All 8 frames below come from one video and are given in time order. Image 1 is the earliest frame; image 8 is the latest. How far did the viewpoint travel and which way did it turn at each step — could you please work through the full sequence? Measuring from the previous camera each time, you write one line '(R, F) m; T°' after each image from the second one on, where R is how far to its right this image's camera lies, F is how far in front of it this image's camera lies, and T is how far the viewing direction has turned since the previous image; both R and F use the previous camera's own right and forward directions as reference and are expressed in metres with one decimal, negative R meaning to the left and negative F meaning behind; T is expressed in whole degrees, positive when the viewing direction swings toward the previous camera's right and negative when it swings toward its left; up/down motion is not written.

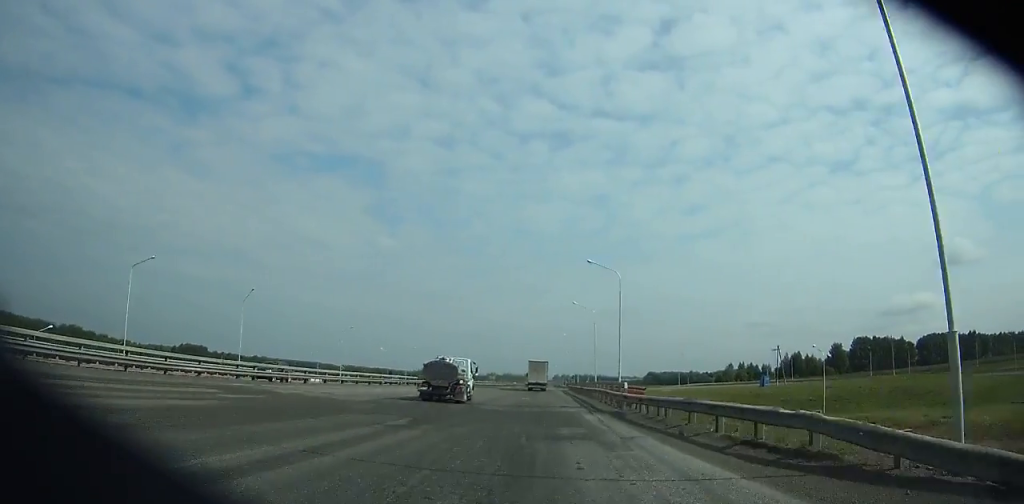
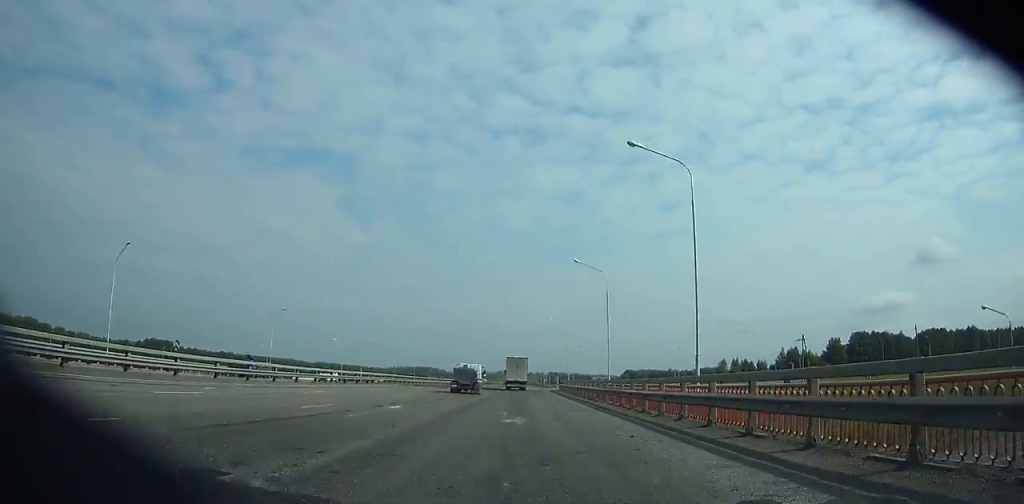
(+1.1, +20.9) m; +5°
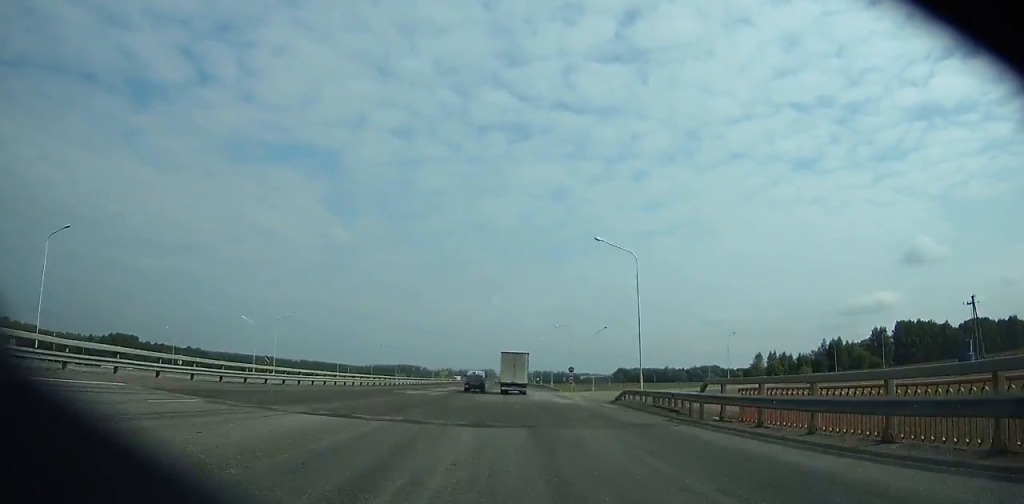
(+1.6, +45.9) m; +2°
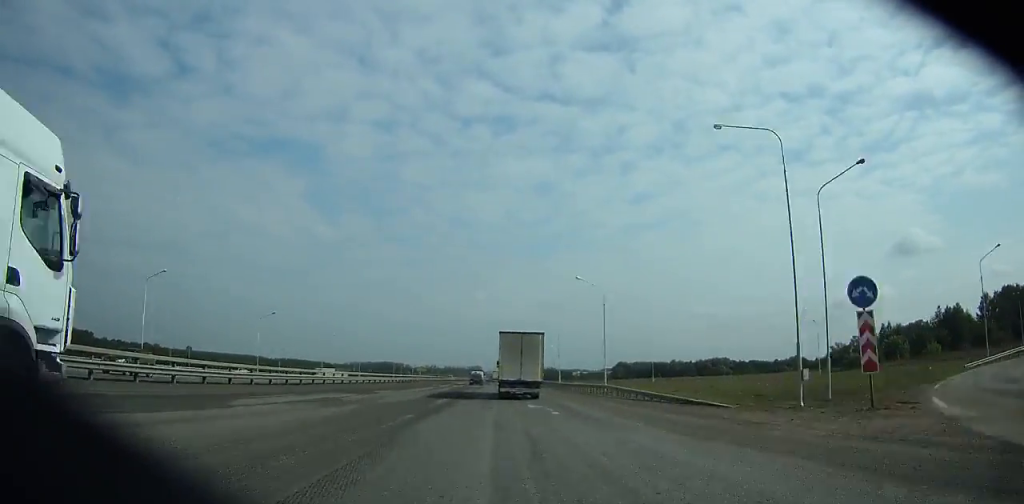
(+0.5, +74.7) m; +1°
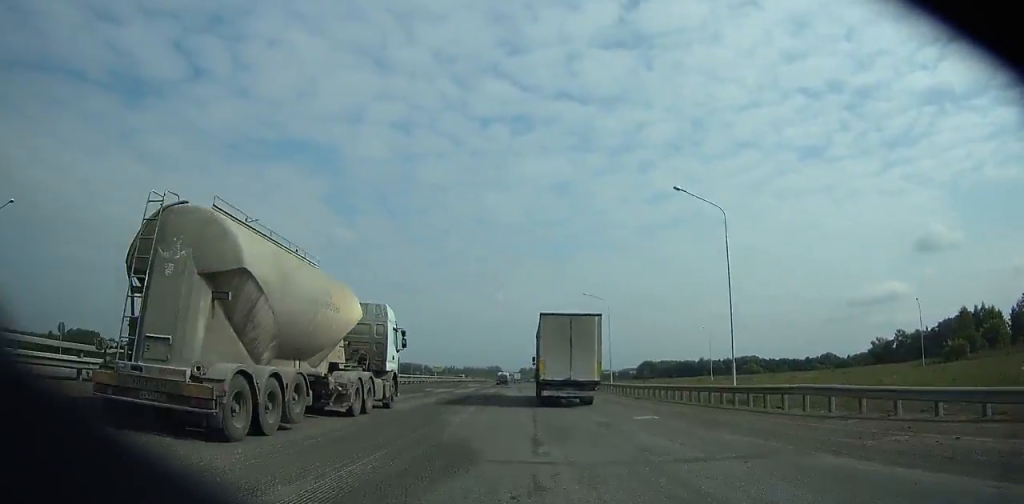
(0.0, +27.9) m; 0°
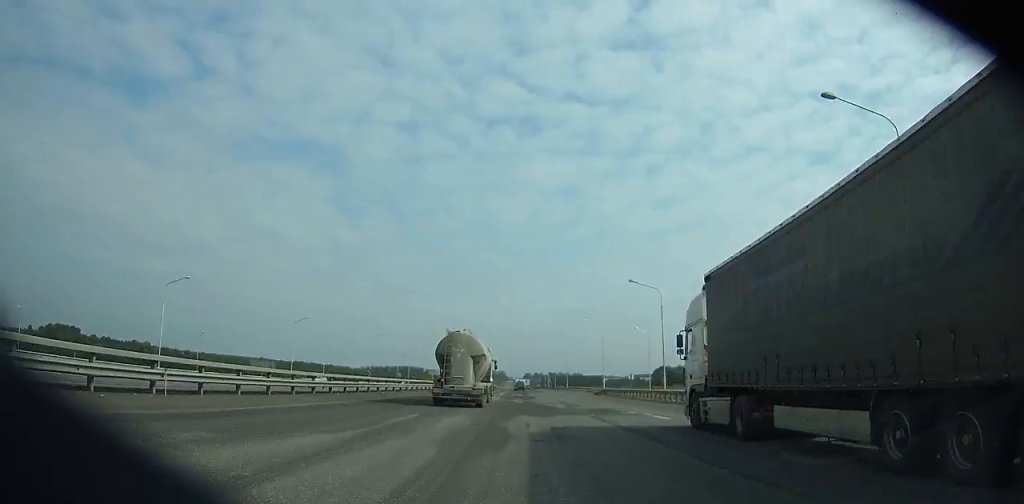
(-0.2, +46.8) m; 0°
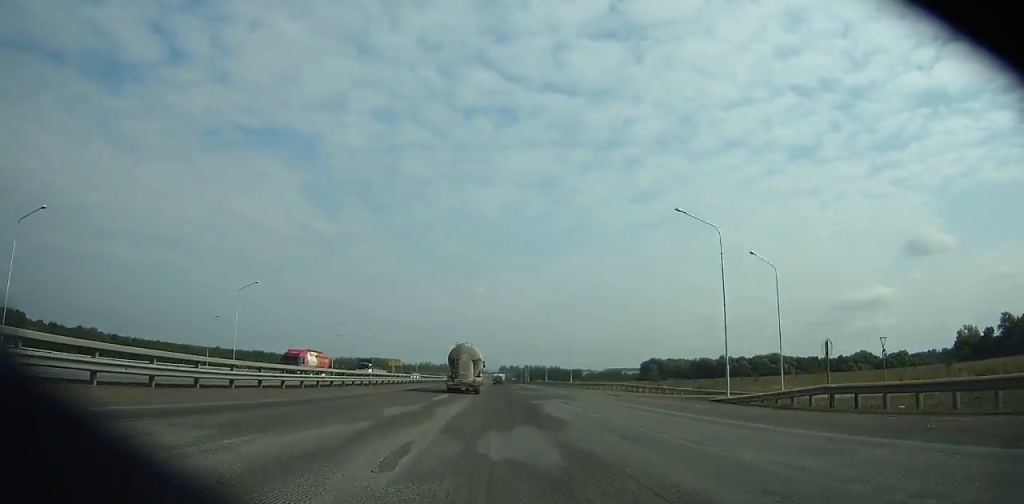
(-0.1, +52.4) m; +1°
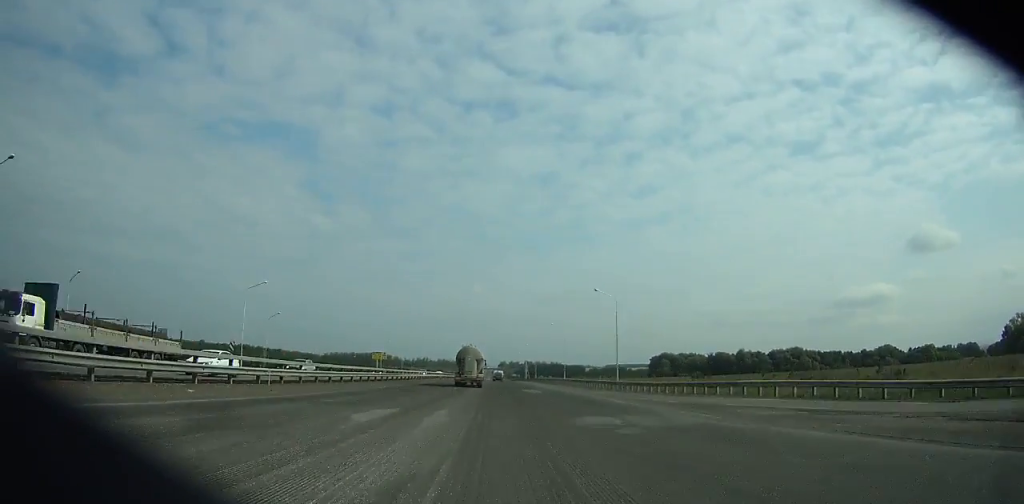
(+0.6, +37.5) m; +1°
